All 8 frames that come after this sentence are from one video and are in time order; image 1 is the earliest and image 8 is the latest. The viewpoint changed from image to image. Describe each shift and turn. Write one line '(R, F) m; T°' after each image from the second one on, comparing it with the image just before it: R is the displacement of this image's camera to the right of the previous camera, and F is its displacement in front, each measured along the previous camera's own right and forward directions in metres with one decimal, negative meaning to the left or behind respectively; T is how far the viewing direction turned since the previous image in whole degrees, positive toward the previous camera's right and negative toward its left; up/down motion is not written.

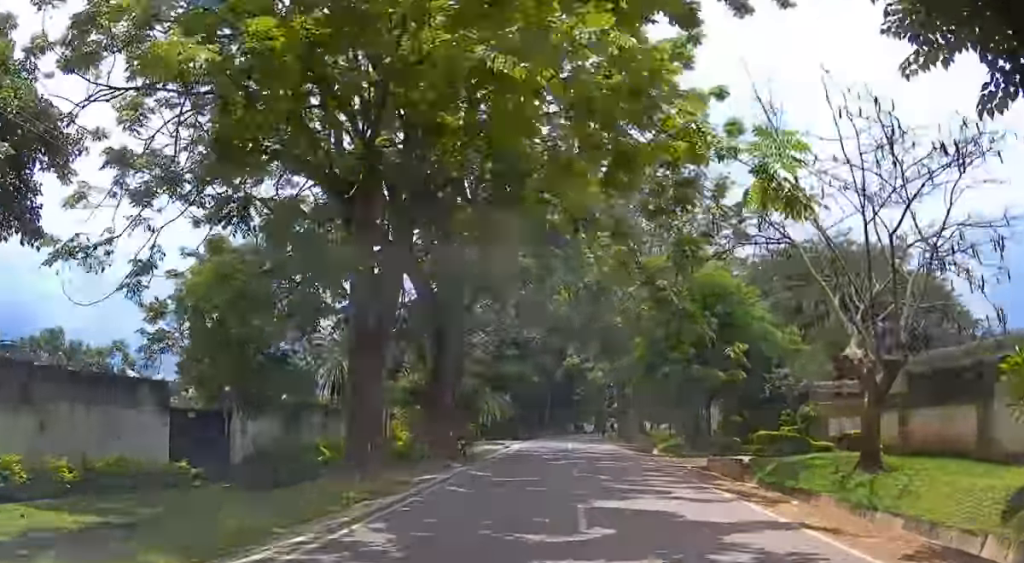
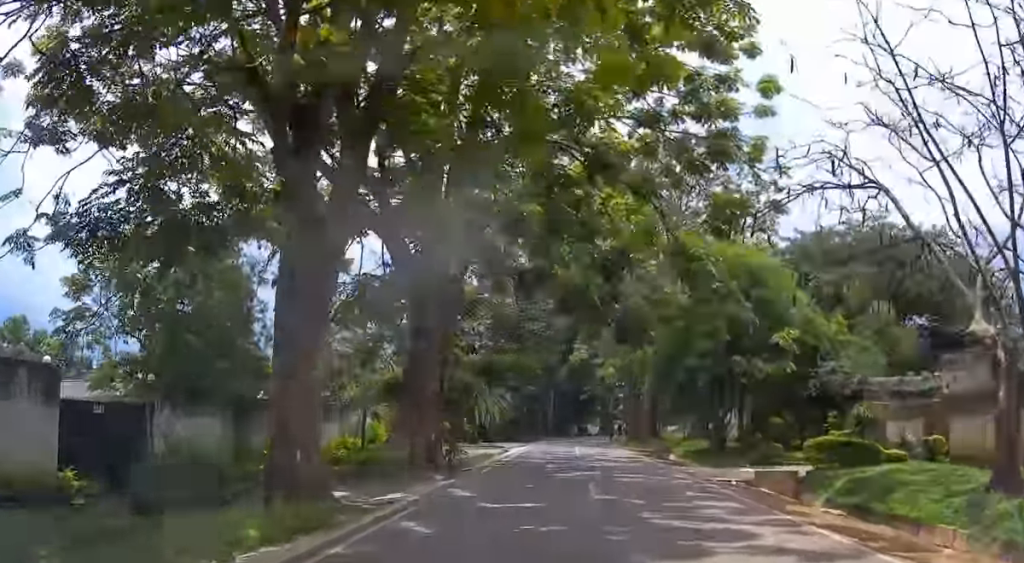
(0.0, +5.2) m; 0°
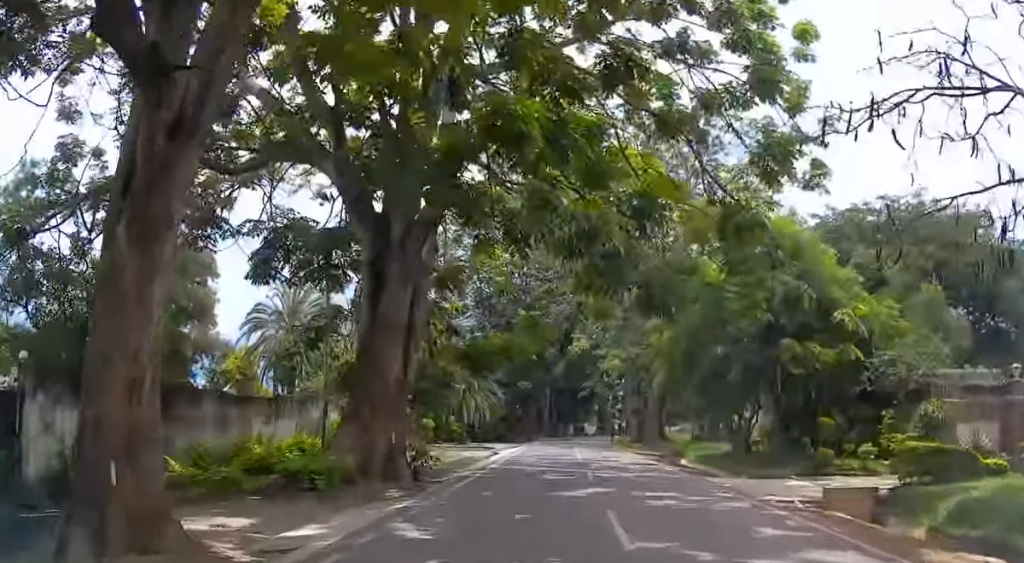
(0.0, +5.2) m; -1°
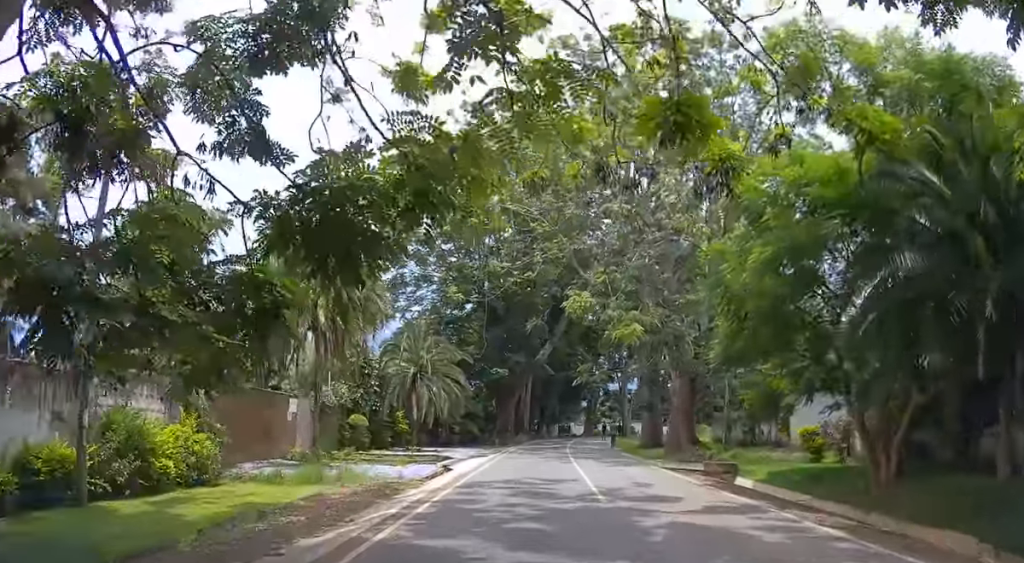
(-0.2, +13.8) m; -1°
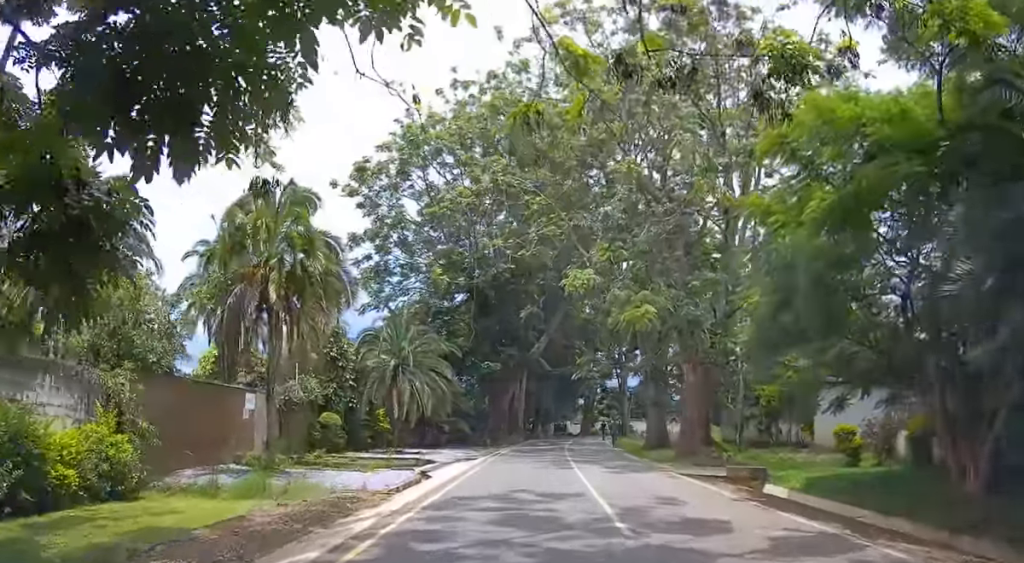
(0.0, +3.6) m; 0°
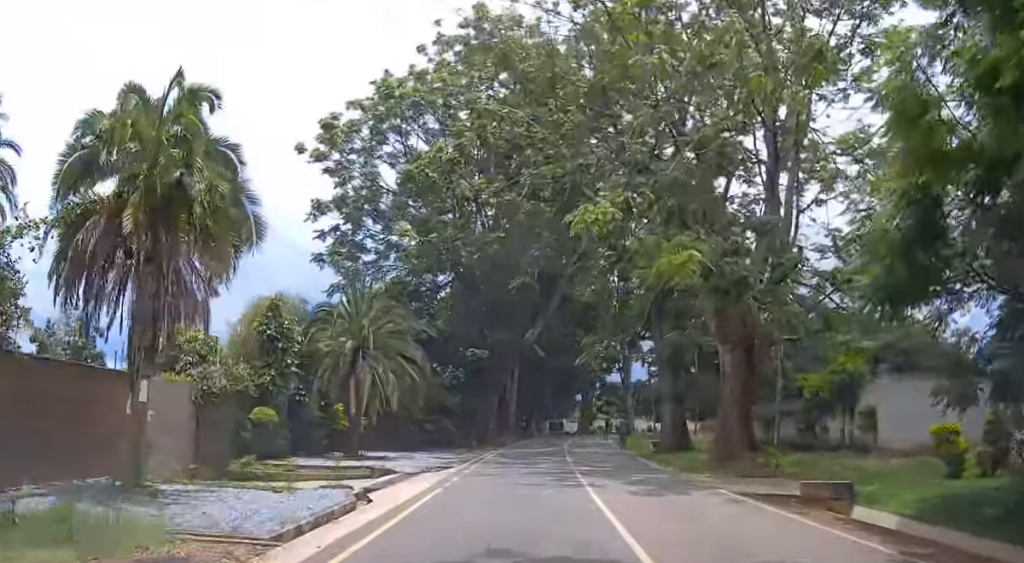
(0.0, +6.6) m; 0°
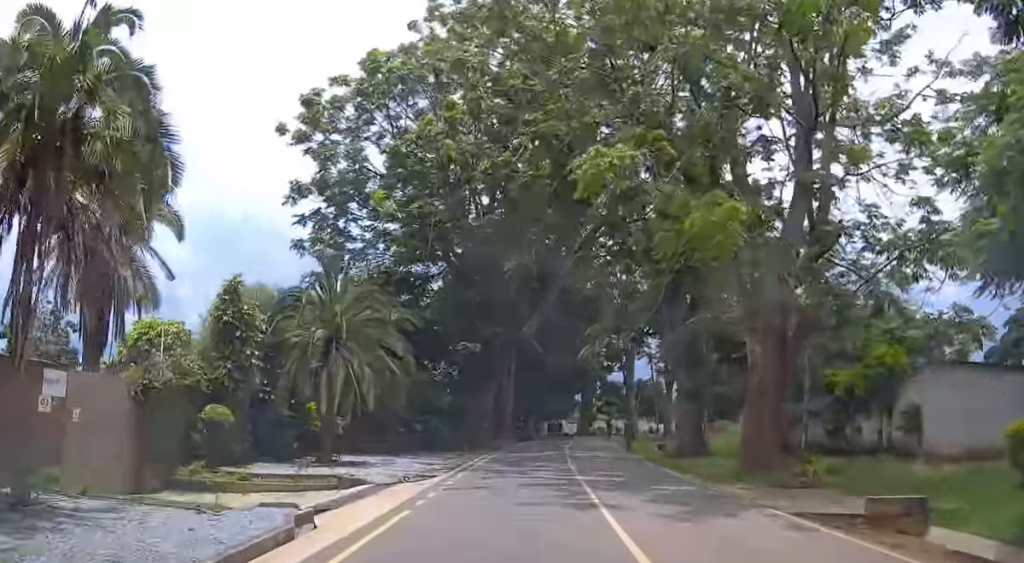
(0.0, +3.4) m; 0°
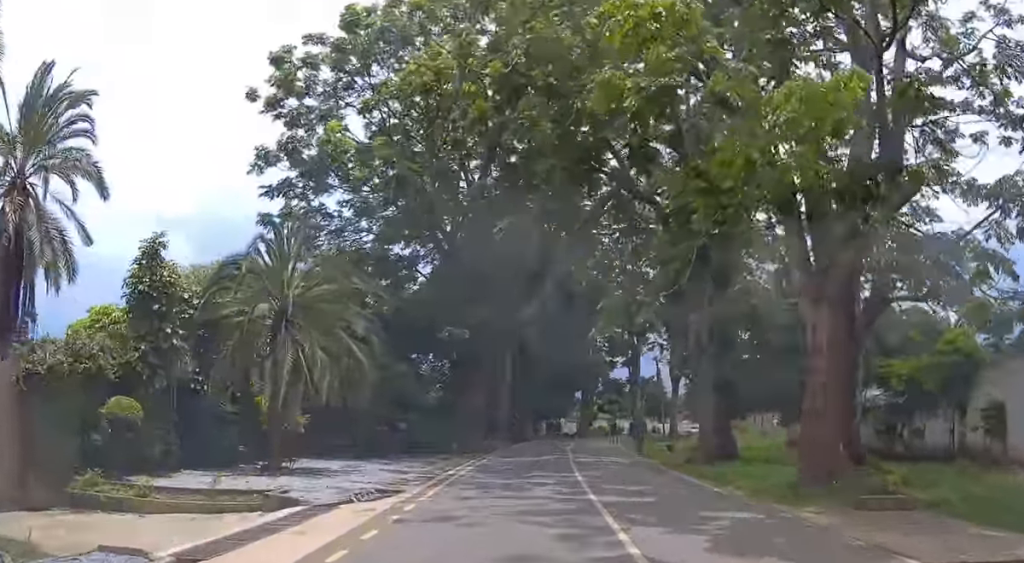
(0.0, +4.8) m; 0°
